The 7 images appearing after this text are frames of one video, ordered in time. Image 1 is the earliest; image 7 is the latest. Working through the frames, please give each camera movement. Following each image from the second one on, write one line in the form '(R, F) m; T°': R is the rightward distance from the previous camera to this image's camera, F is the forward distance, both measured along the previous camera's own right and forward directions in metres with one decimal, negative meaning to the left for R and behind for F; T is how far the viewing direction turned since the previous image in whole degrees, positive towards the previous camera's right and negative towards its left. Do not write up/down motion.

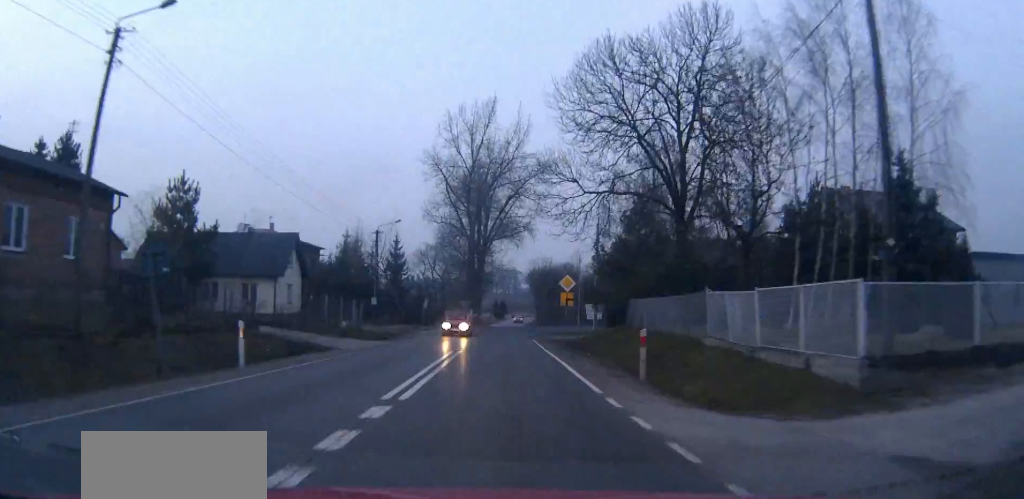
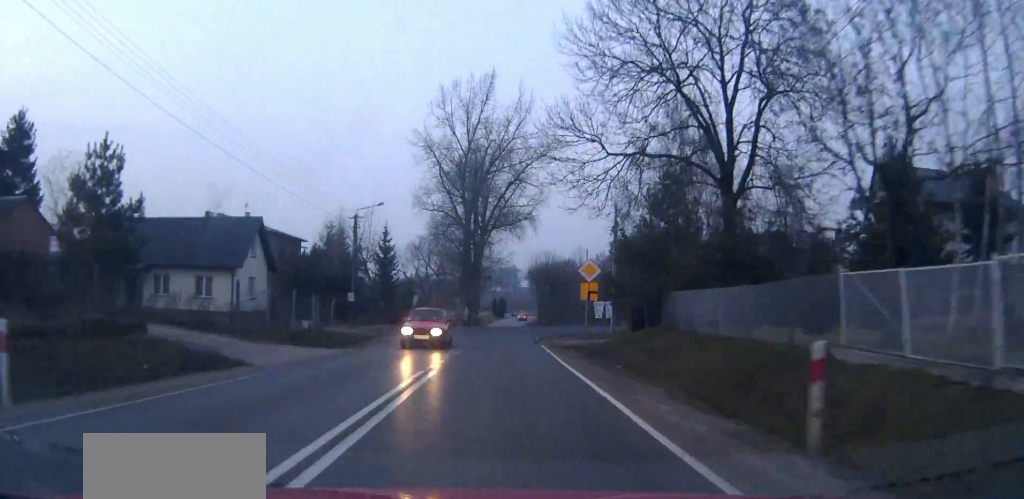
(0.0, +9.2) m; 0°
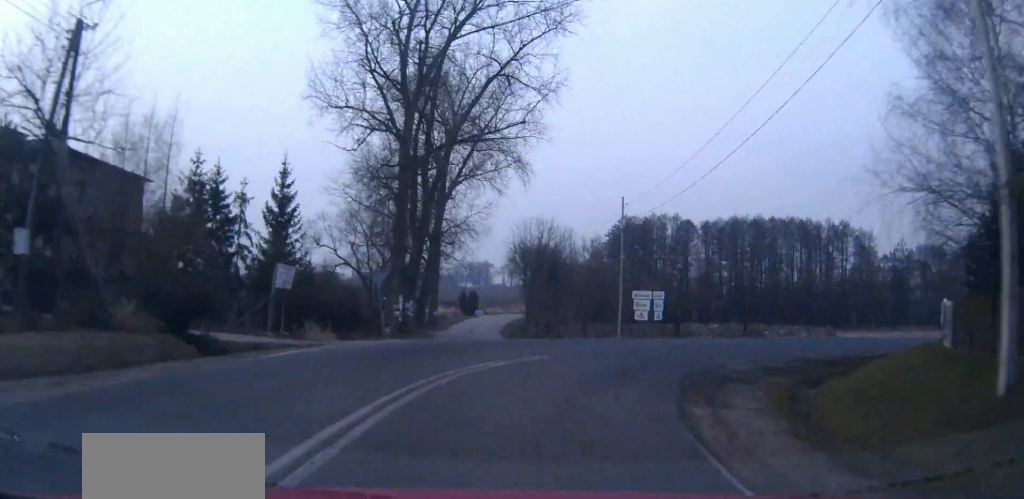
(+0.2, +37.8) m; +3°
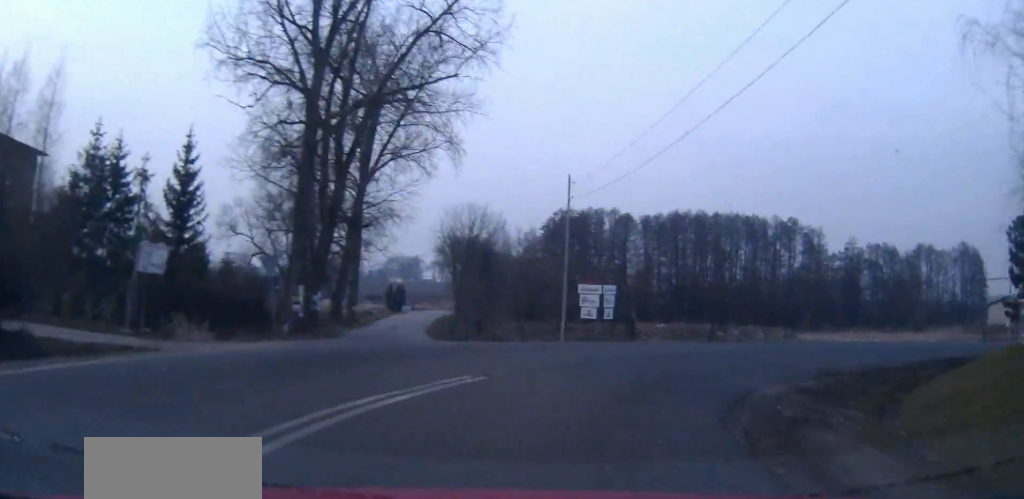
(0.0, +7.2) m; +4°
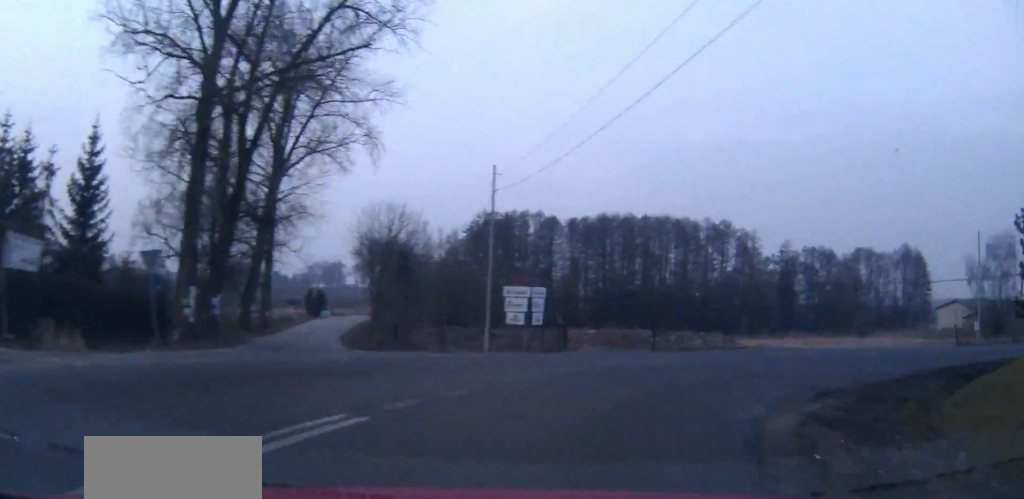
(+0.2, +4.2) m; +5°
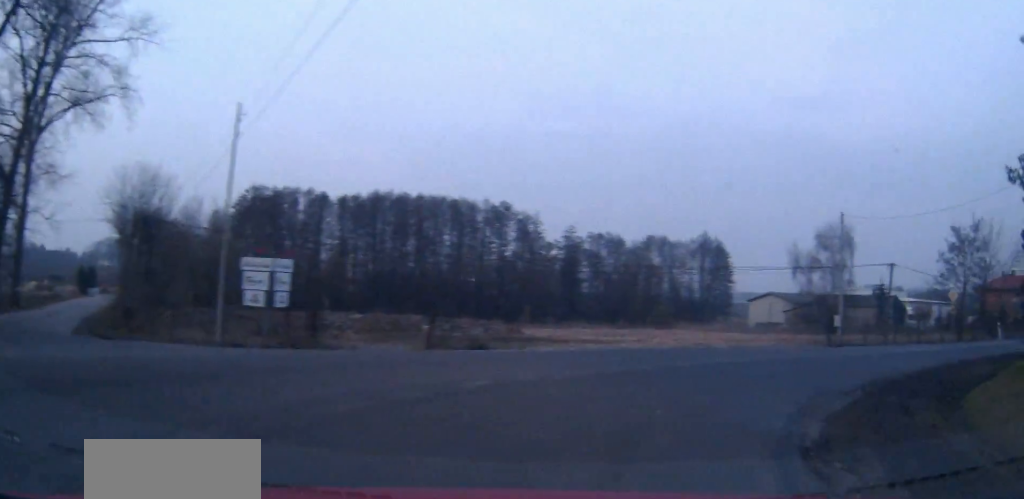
(+0.8, +8.4) m; +14°
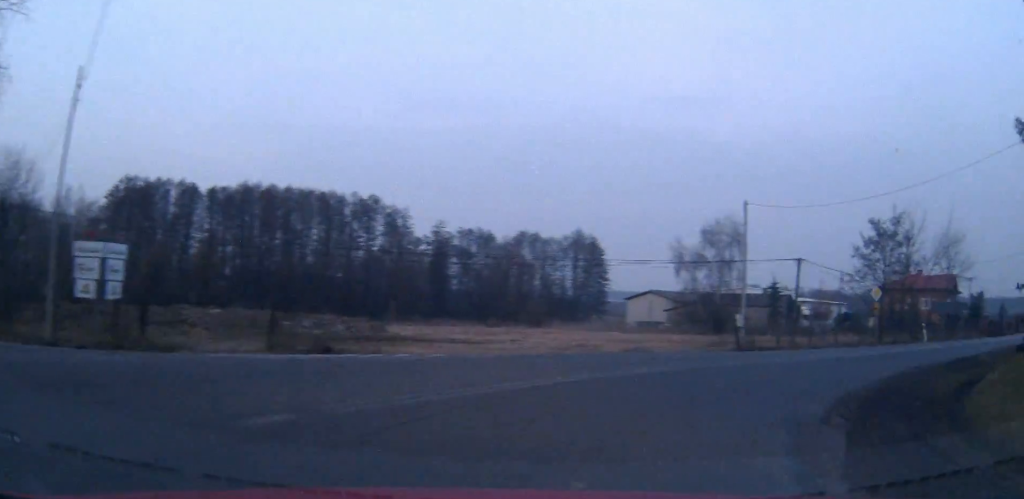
(0.0, +4.3) m; +9°
